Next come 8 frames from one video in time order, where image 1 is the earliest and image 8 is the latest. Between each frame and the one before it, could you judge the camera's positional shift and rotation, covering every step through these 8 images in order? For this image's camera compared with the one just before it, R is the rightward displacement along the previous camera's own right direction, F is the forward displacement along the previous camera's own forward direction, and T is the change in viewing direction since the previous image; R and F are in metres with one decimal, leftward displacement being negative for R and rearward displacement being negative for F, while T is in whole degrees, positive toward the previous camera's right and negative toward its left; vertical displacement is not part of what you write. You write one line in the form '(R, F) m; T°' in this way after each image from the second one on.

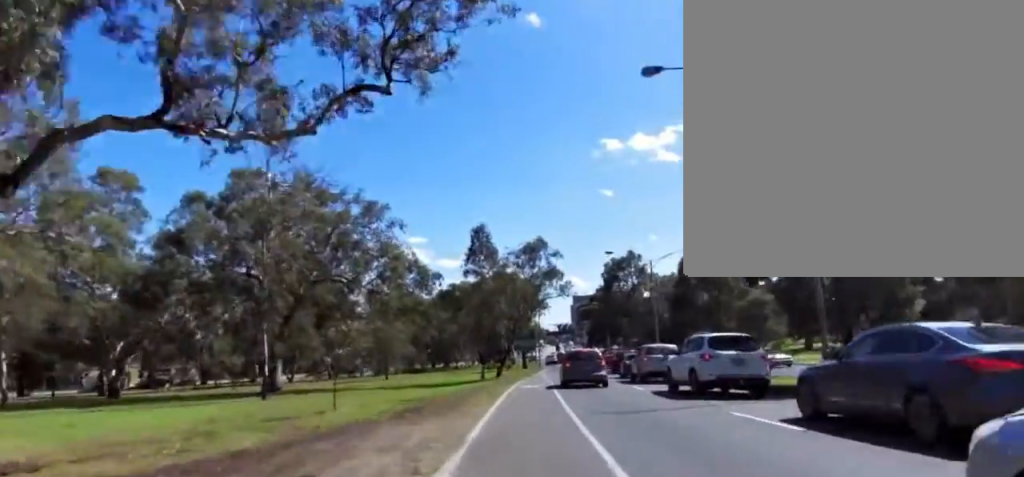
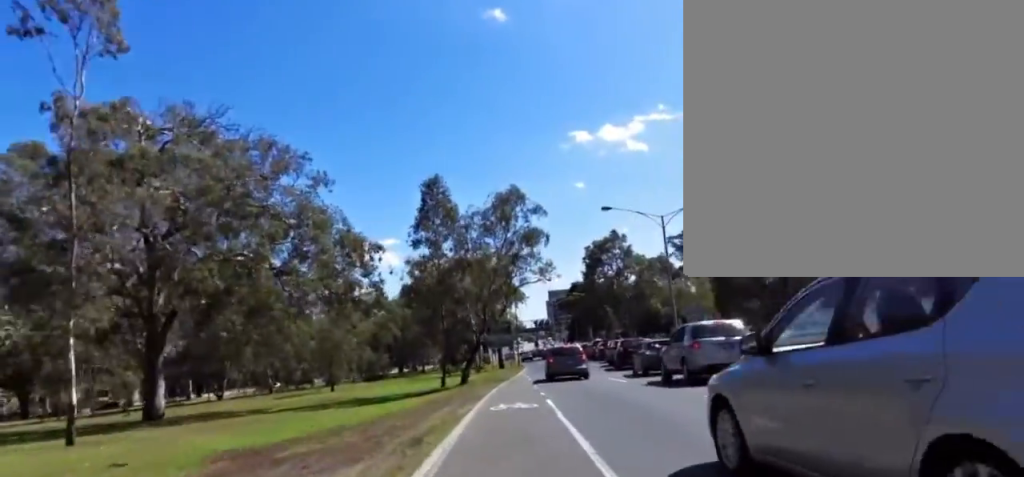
(+1.2, +12.1) m; +1°
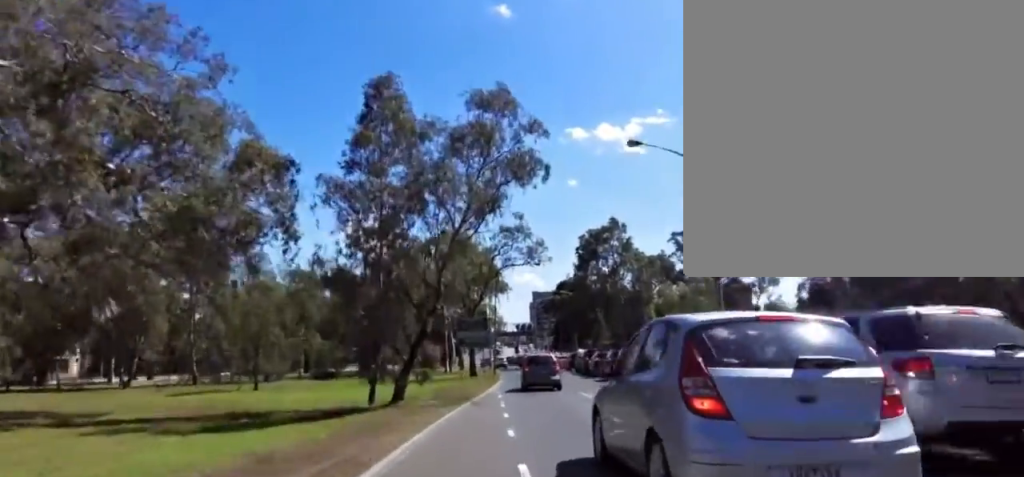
(-1.0, +11.1) m; 0°
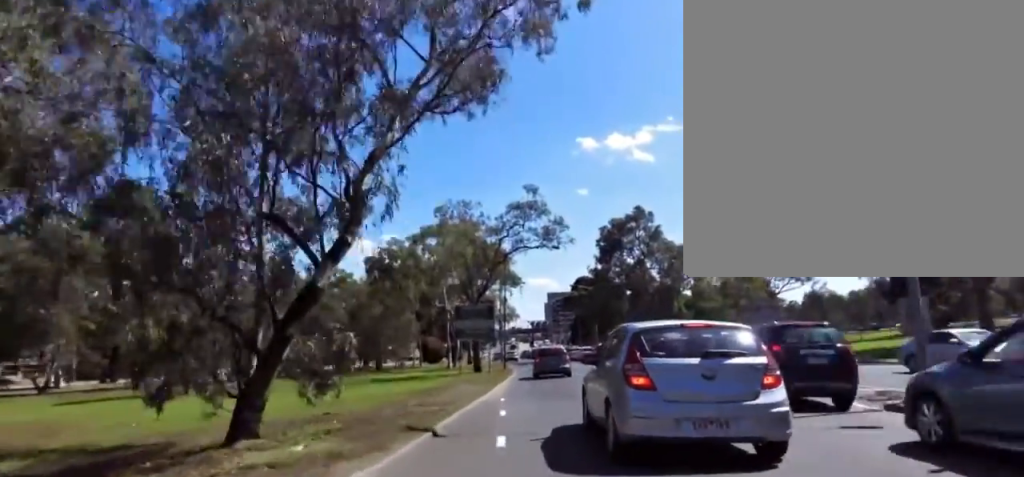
(+0.9, +11.3) m; 0°
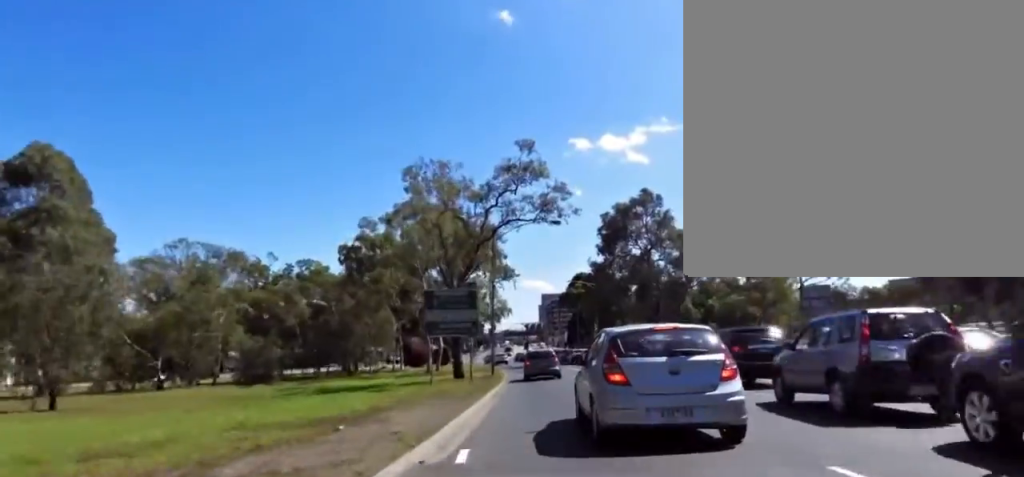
(-1.0, +8.8) m; 0°
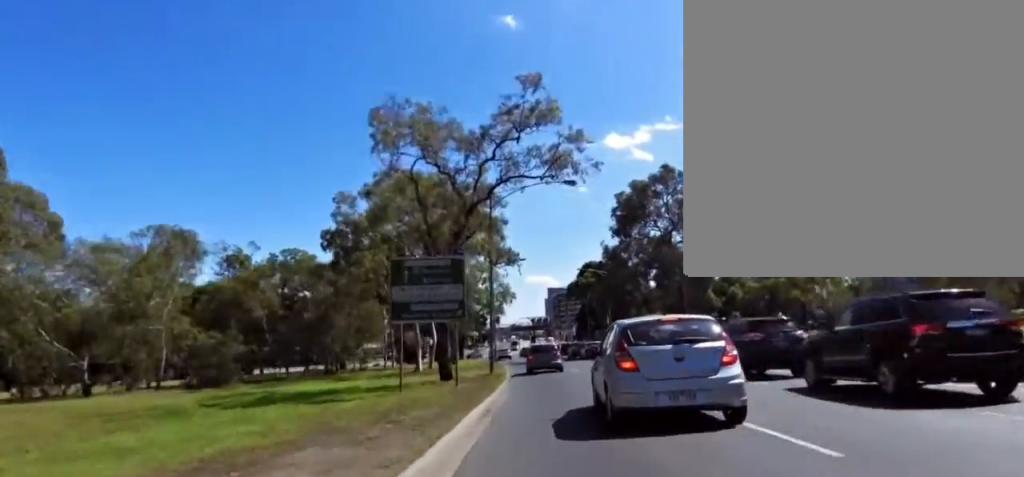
(+0.7, +8.1) m; 0°
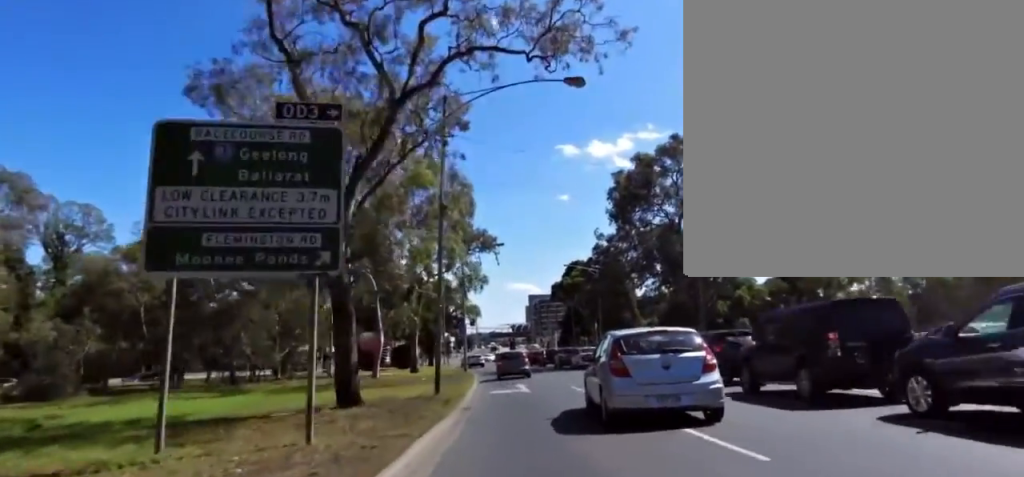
(-0.5, +11.5) m; +1°
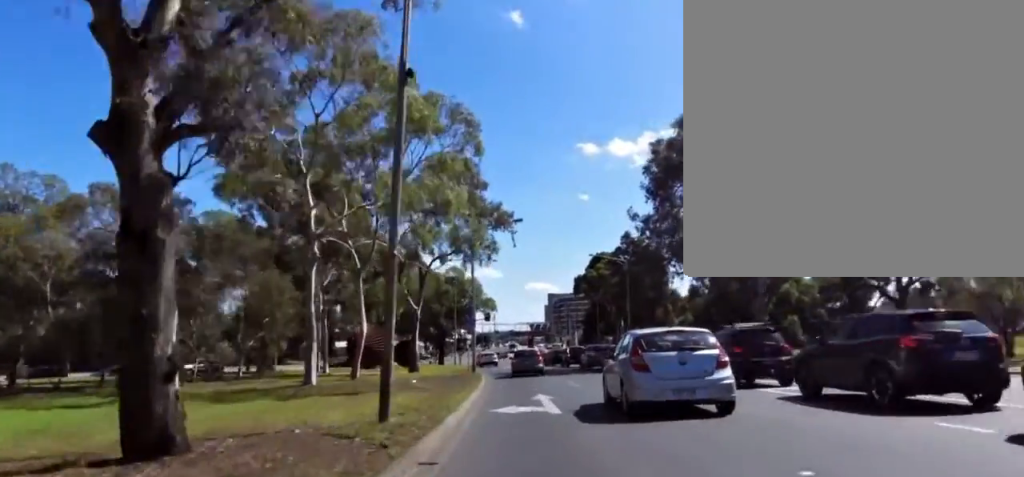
(+0.5, +7.9) m; +1°
